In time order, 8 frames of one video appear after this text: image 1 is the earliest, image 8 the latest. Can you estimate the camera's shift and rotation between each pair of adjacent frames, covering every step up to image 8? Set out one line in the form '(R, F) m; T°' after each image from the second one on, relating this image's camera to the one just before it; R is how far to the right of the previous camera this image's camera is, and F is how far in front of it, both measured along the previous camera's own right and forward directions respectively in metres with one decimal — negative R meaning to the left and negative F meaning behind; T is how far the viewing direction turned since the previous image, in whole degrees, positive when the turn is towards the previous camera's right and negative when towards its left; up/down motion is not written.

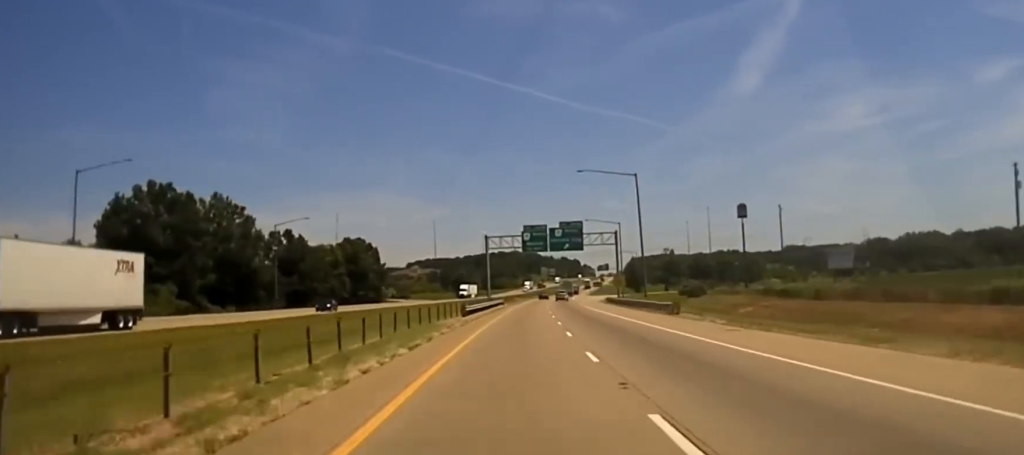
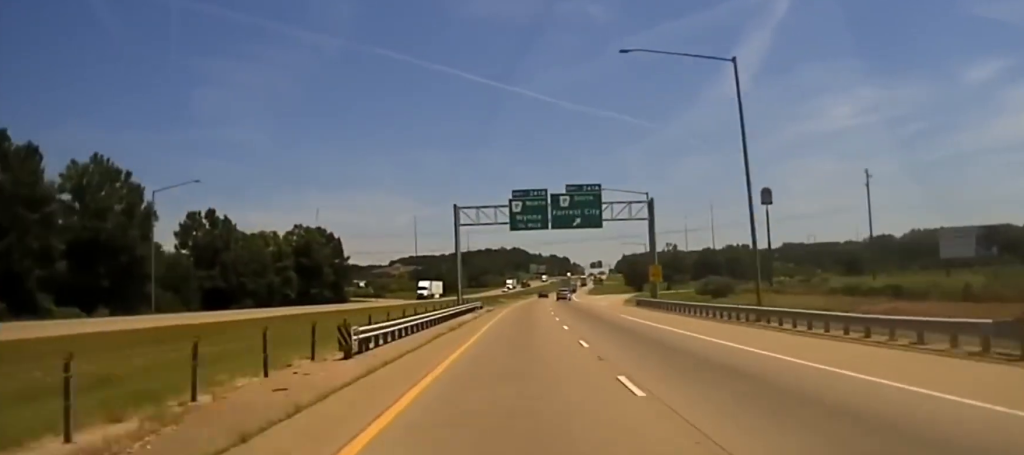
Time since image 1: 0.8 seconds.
(+0.3, +48.5) m; +1°
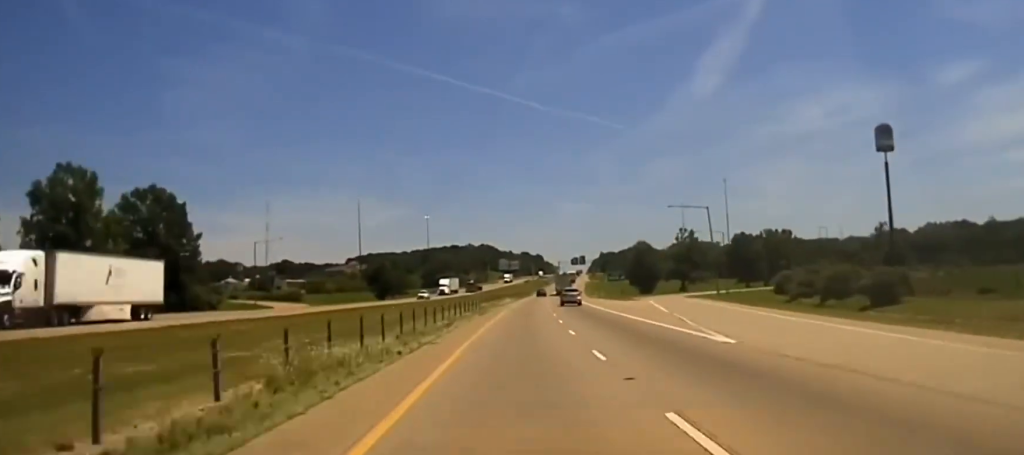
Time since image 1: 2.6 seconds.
(+1.3, +90.9) m; +2°
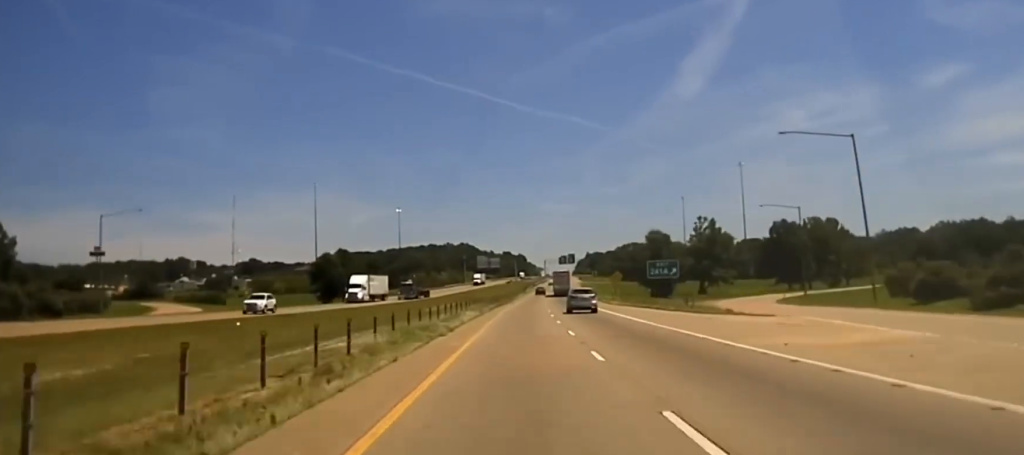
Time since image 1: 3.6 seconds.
(+0.4, +46.2) m; +1°
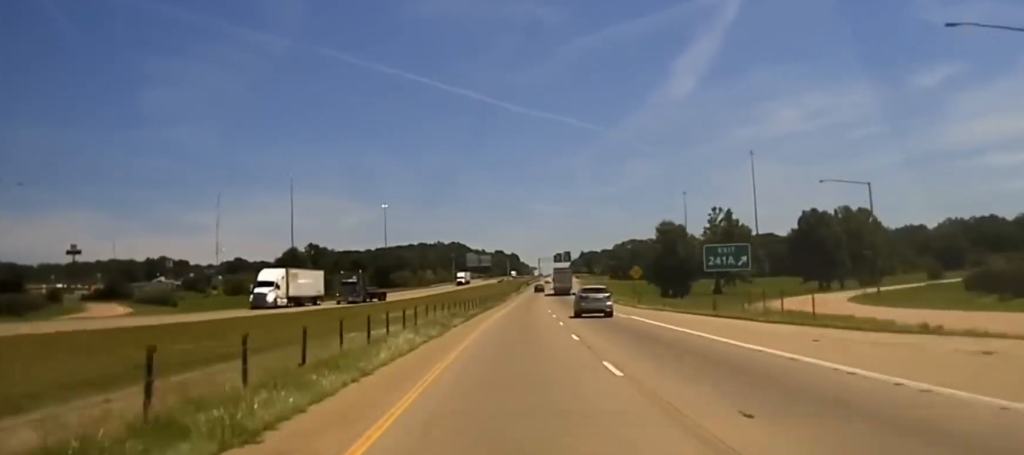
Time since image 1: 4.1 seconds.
(+0.1, +23.9) m; 0°
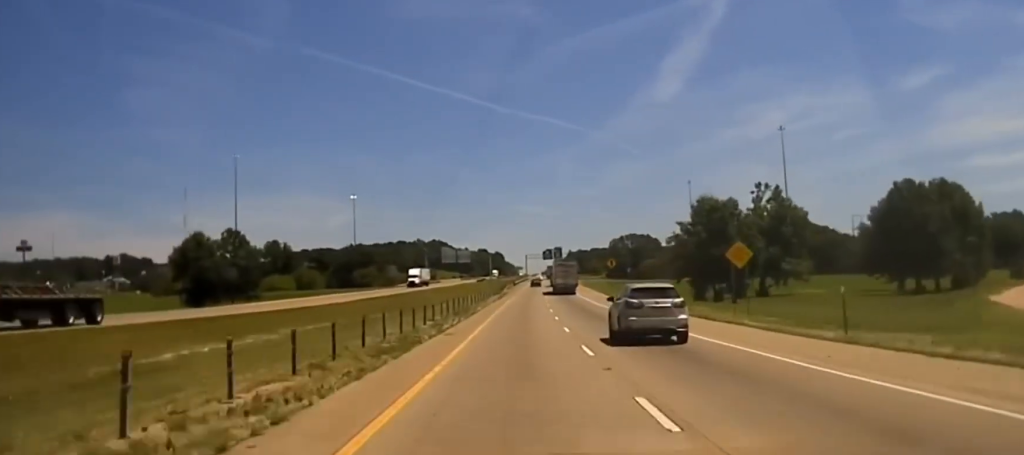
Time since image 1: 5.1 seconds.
(0.0, +50.2) m; +1°
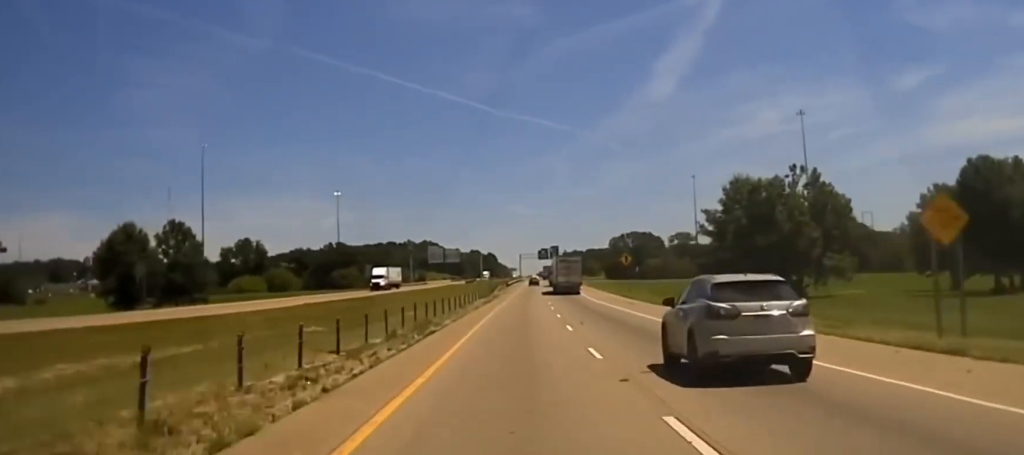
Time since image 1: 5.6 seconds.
(+0.1, +29.4) m; 0°
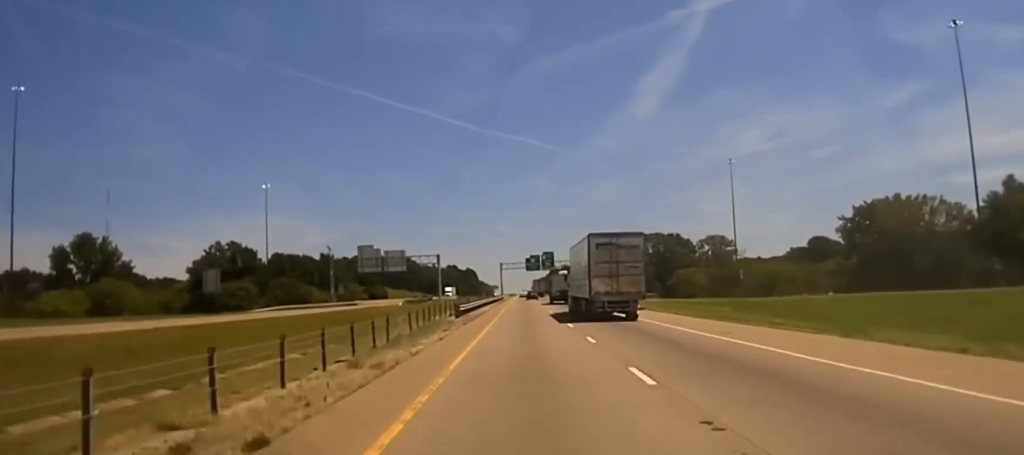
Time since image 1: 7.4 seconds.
(+1.9, +118.6) m; +1°
